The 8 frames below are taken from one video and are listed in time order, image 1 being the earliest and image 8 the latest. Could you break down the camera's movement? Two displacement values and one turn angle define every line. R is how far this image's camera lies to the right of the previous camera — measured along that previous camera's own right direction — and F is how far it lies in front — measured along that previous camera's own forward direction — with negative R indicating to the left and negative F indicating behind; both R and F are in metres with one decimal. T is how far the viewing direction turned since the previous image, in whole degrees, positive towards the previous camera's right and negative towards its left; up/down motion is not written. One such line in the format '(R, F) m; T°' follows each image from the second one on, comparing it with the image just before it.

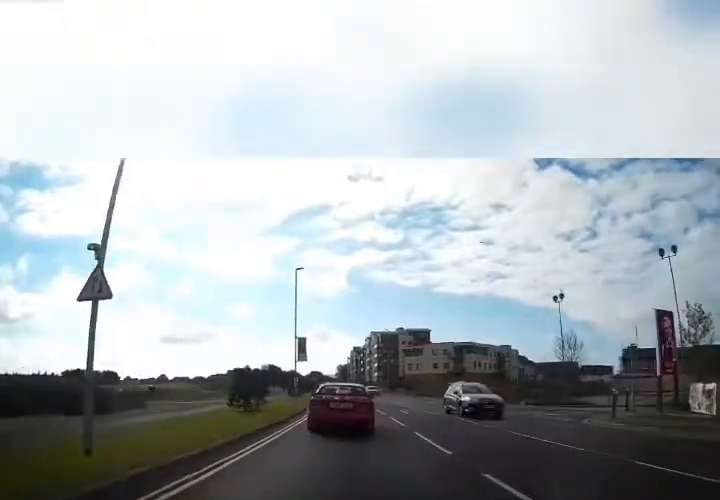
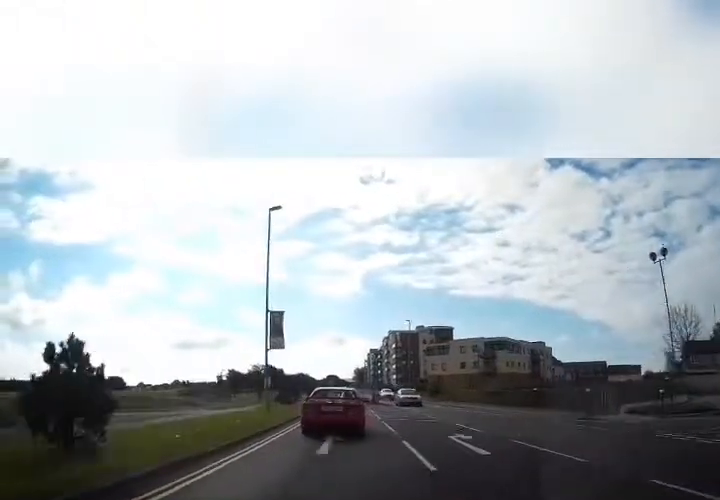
(+0.3, +12.8) m; -3°
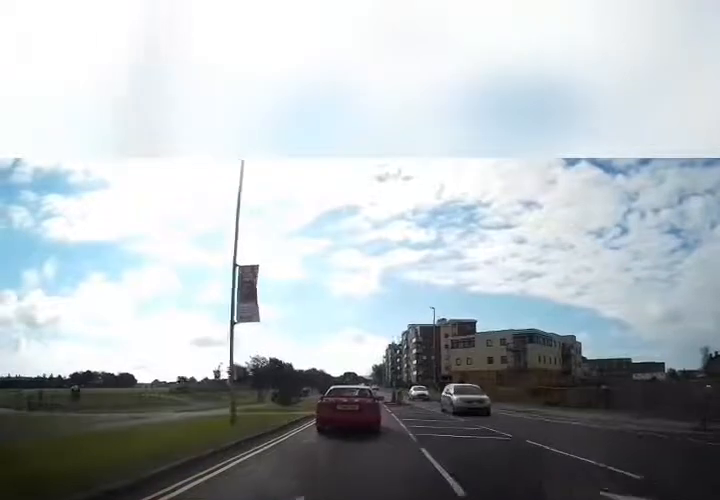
(-0.6, +7.2) m; -2°
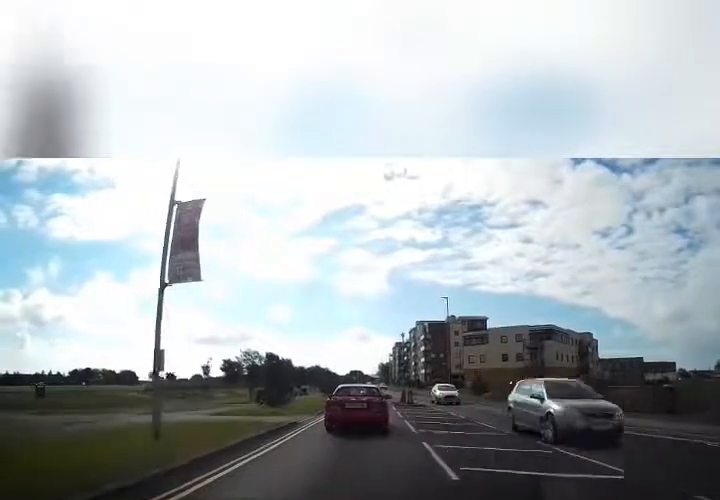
(-0.1, +5.0) m; -1°
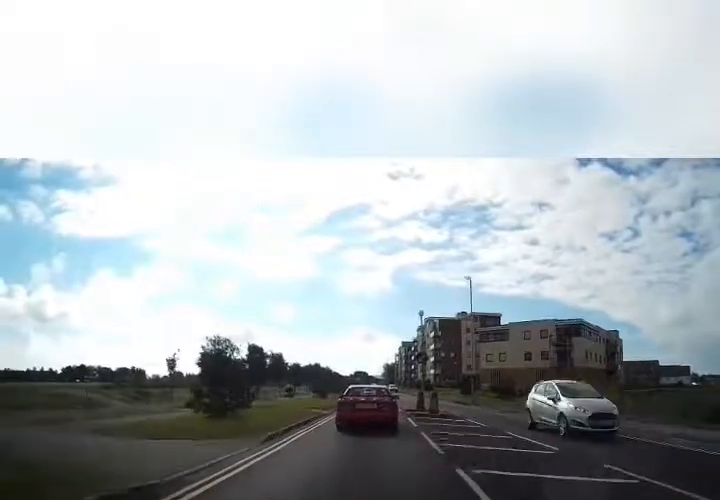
(+0.2, +9.0) m; 0°
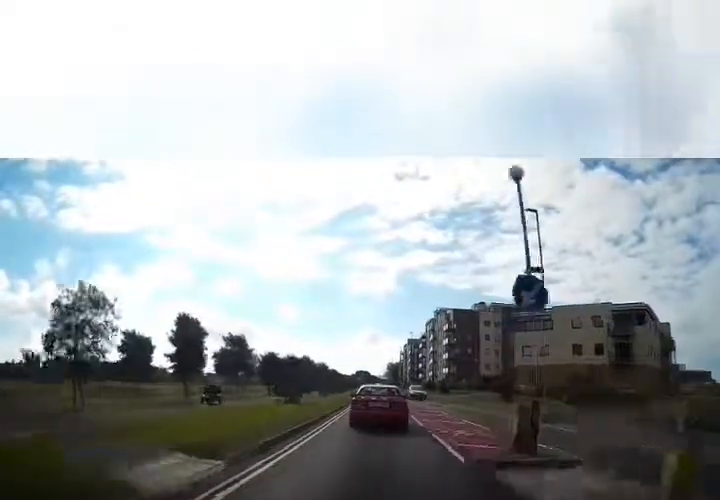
(-0.5, +15.6) m; -1°
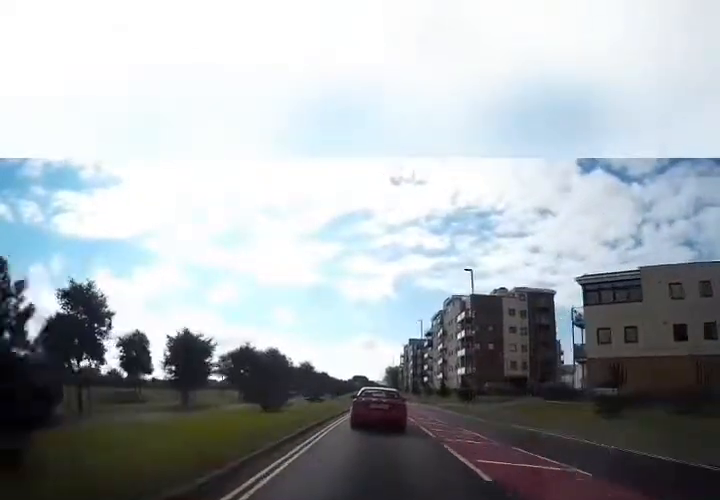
(+0.6, +19.5) m; +2°
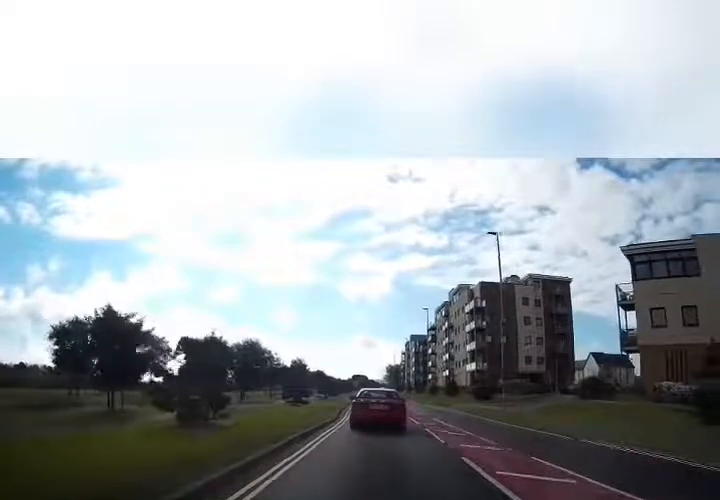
(0.0, +7.7) m; -1°
